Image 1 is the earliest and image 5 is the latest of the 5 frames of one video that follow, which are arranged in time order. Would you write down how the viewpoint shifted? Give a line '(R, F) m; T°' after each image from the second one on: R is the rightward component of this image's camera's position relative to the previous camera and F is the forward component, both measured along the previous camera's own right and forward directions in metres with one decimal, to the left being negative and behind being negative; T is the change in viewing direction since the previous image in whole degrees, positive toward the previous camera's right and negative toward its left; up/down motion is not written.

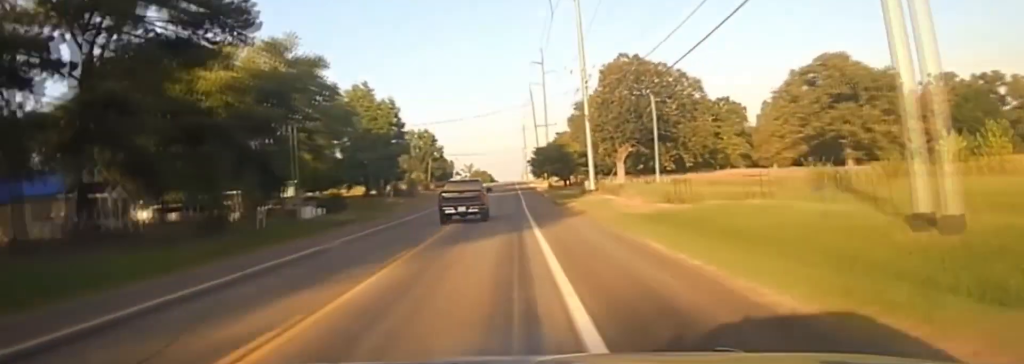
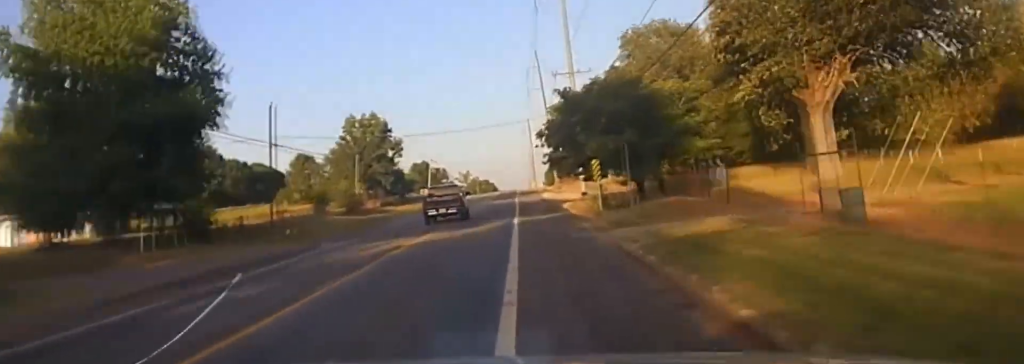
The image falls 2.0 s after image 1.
(+0.4, +79.1) m; 0°
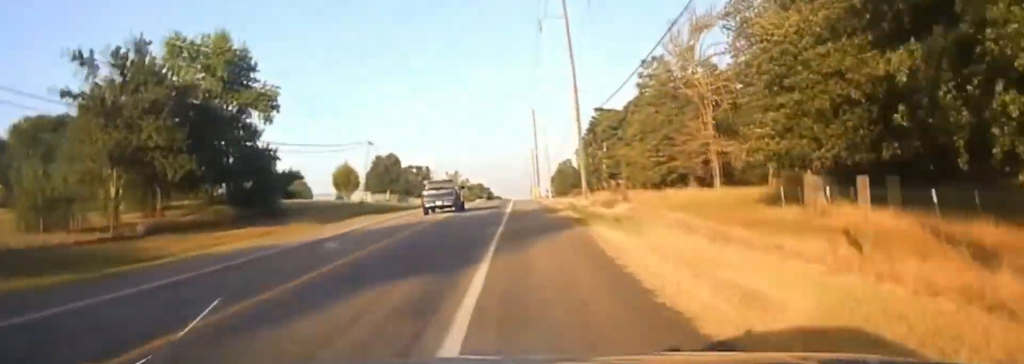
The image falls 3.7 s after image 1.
(-0.5, +70.4) m; 0°
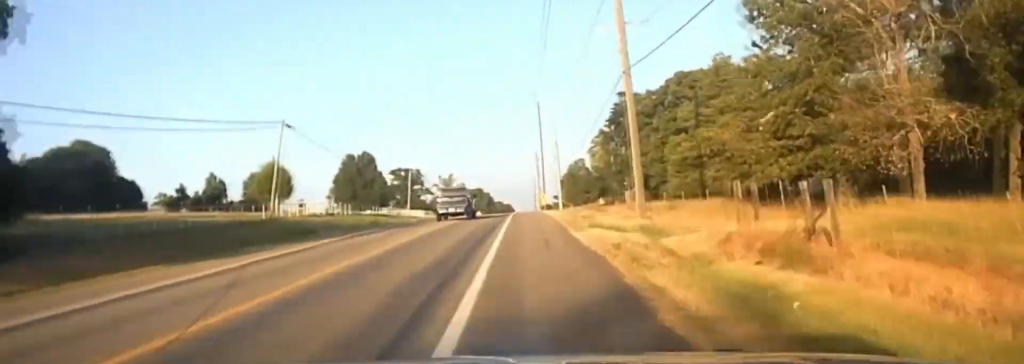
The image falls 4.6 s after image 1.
(0.0, +37.9) m; 0°
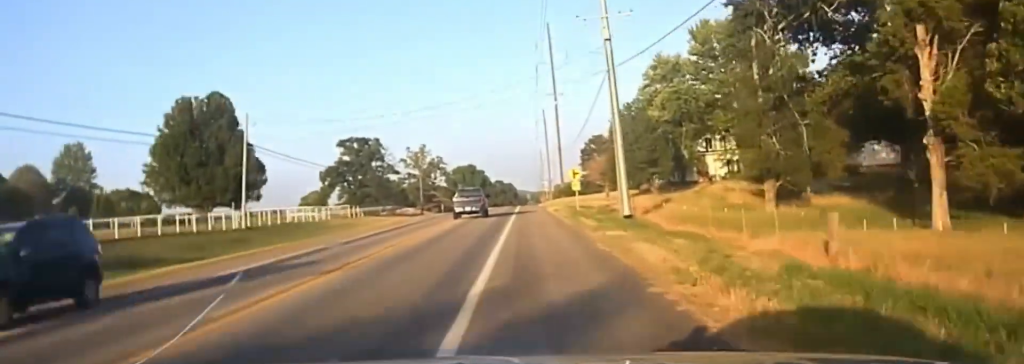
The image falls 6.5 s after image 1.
(-1.0, +83.1) m; -1°
